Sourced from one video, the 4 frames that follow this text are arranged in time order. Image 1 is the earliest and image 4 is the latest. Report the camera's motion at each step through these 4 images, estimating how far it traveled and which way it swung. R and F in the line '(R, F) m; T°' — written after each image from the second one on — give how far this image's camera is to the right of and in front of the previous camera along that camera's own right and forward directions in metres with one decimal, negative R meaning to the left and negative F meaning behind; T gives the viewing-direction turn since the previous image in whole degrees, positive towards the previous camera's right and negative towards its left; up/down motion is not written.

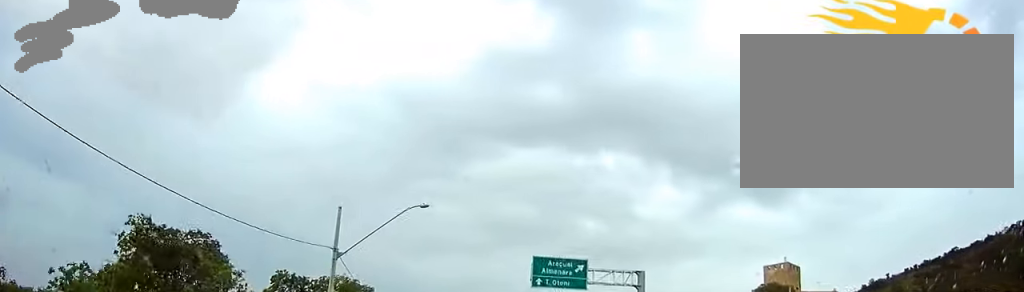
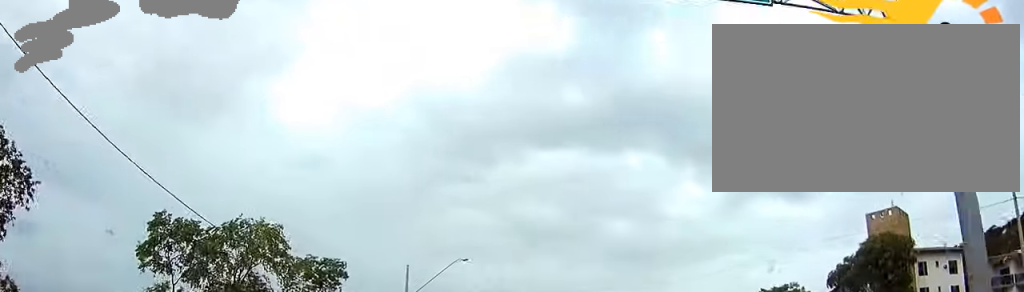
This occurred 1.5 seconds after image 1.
(-0.9, +28.8) m; -4°
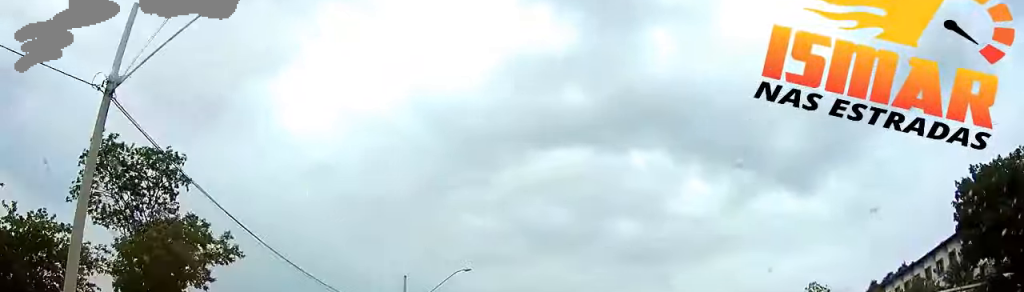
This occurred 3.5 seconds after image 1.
(-0.6, +36.7) m; -1°
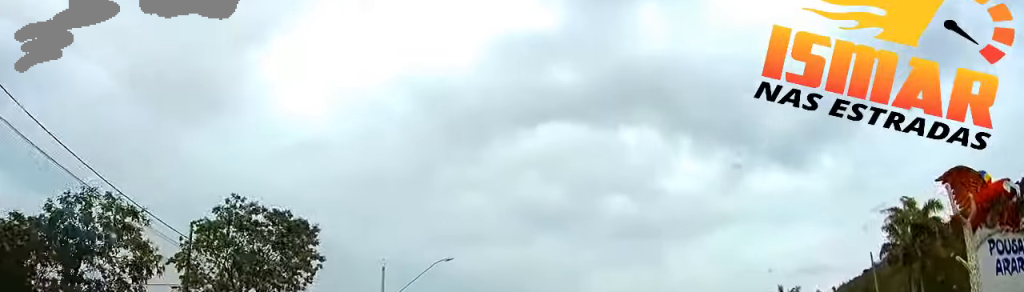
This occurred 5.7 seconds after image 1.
(0.0, +41.6) m; 0°
